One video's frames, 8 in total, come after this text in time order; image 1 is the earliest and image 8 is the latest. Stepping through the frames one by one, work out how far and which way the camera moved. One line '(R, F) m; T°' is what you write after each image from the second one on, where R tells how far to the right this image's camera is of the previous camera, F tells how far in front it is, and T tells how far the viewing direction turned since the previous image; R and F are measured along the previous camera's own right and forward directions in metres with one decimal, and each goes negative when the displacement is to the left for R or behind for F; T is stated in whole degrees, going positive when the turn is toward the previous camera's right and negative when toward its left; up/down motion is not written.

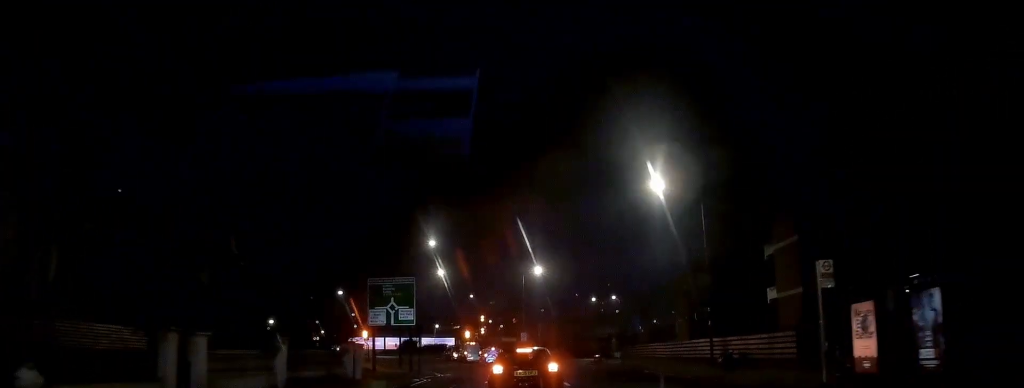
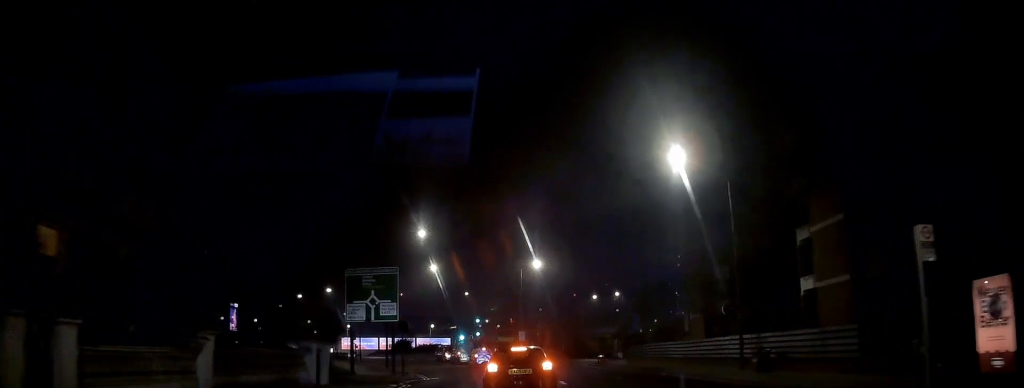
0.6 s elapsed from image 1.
(0.0, +5.2) m; 0°
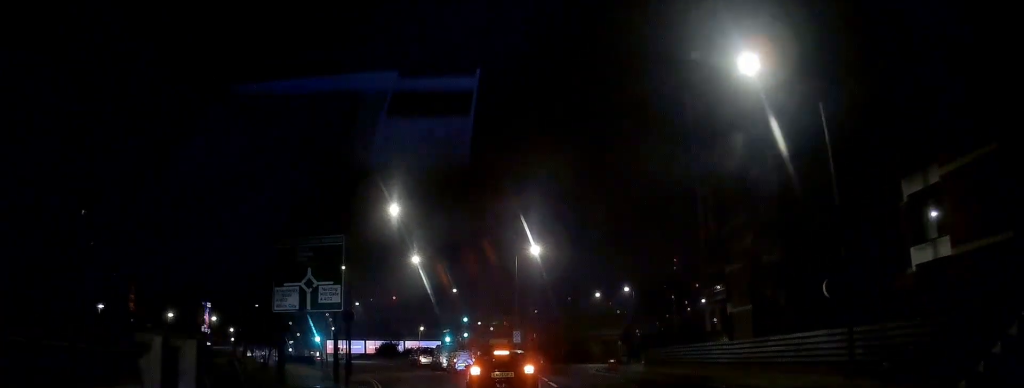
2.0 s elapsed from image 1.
(-0.1, +10.9) m; 0°
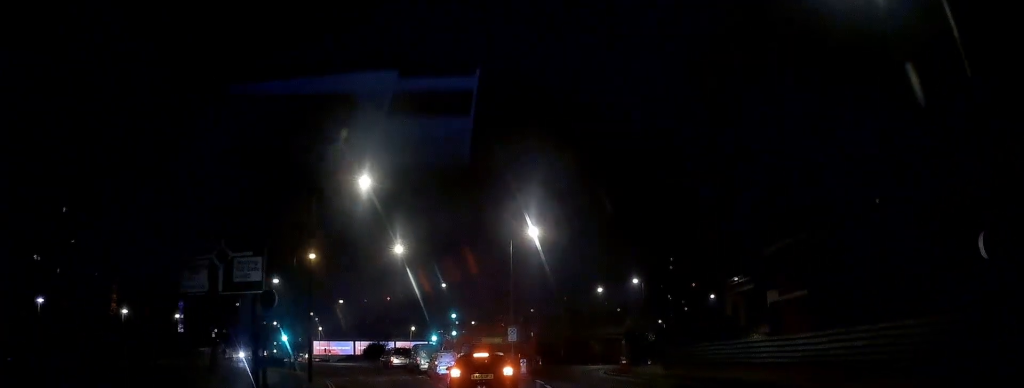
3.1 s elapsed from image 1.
(+0.1, +7.9) m; +2°
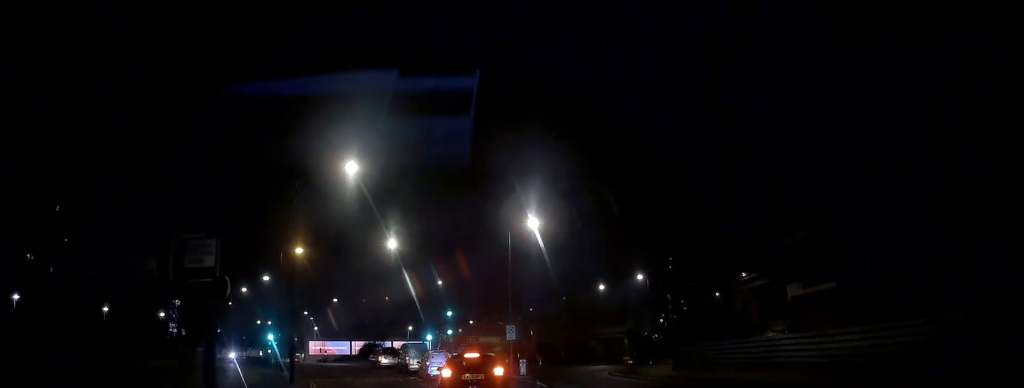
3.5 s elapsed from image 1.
(0.0, +2.9) m; 0°
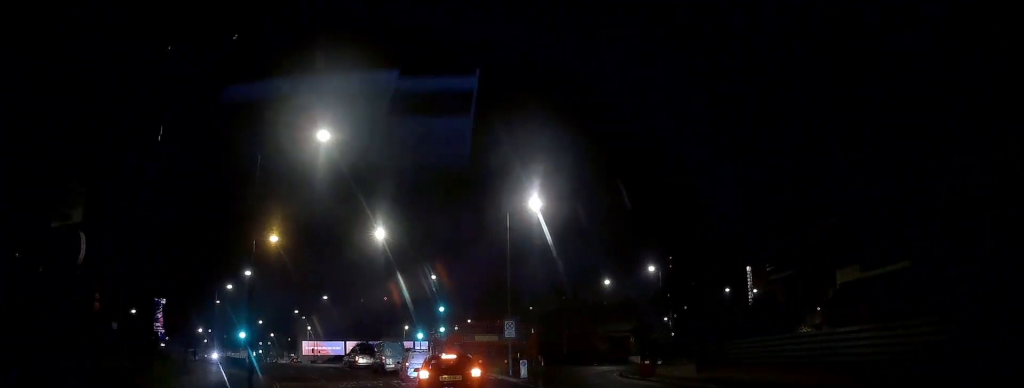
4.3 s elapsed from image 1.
(0.0, +5.5) m; -1°
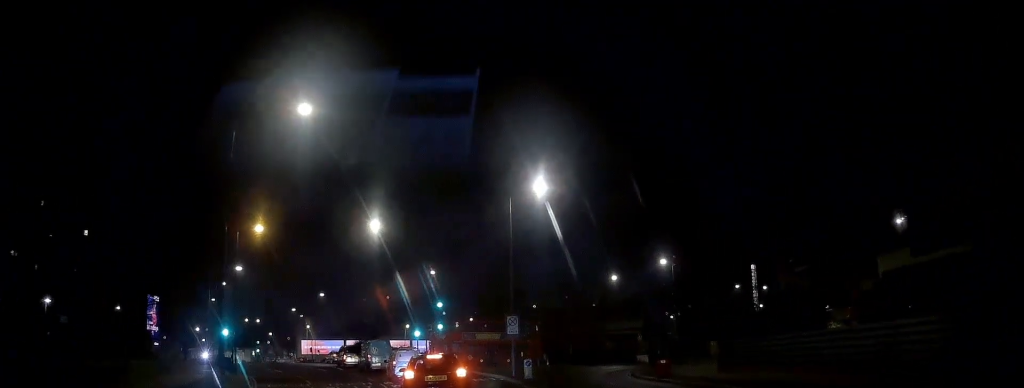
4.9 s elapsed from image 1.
(-0.1, +3.3) m; 0°
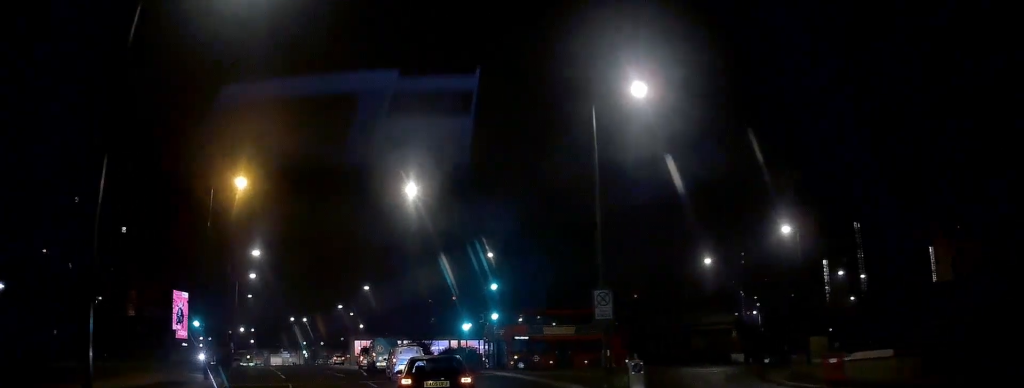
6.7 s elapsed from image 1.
(-0.1, +12.0) m; -6°
